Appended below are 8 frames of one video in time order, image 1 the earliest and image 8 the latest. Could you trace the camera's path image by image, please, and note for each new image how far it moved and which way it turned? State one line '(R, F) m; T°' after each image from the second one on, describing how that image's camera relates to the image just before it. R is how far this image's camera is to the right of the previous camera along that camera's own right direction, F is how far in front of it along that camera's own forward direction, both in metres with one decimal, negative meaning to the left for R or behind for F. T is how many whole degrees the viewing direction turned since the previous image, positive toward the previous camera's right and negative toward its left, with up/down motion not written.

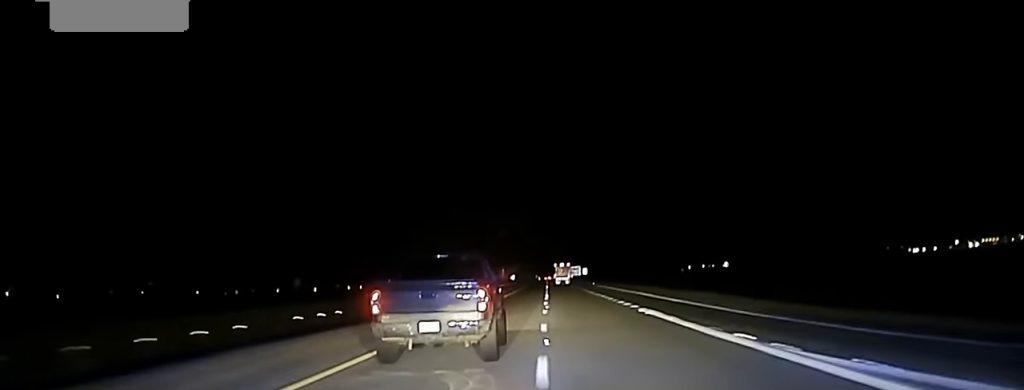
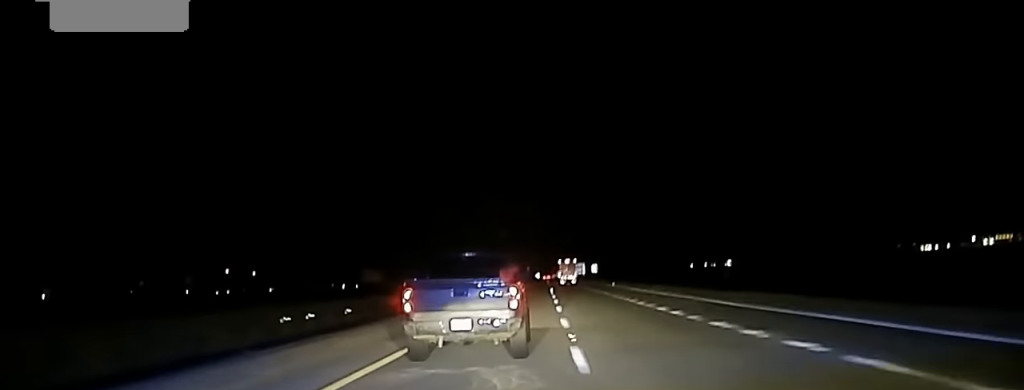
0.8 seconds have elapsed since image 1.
(-0.2, +43.2) m; 0°
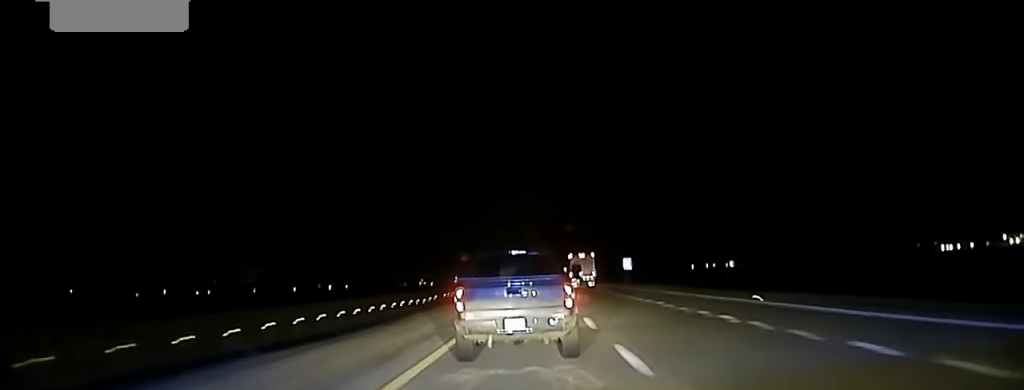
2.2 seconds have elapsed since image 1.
(+0.4, +85.2) m; 0°
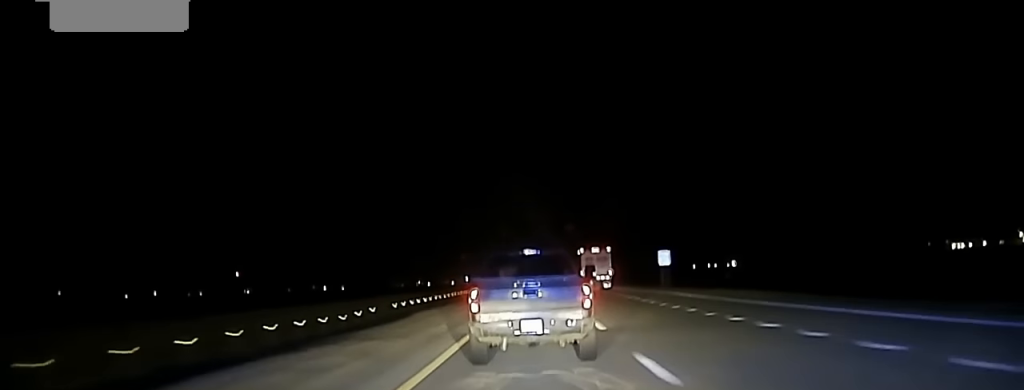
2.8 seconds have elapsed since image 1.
(0.0, +37.4) m; 0°
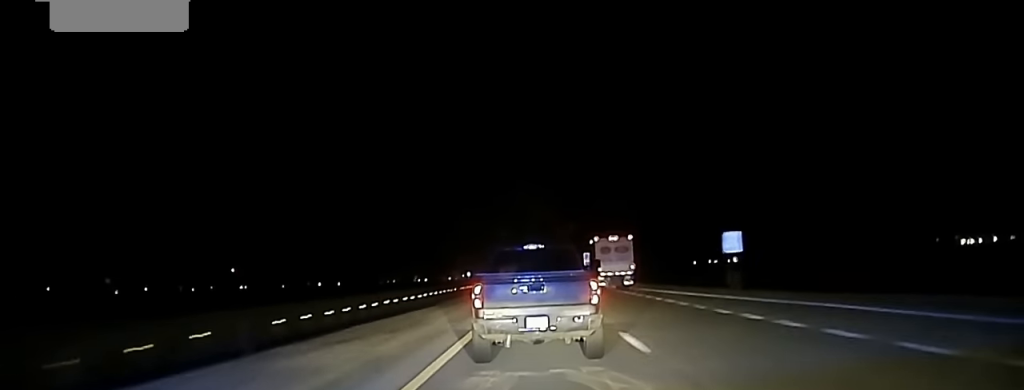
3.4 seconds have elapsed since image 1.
(0.0, +32.2) m; 0°
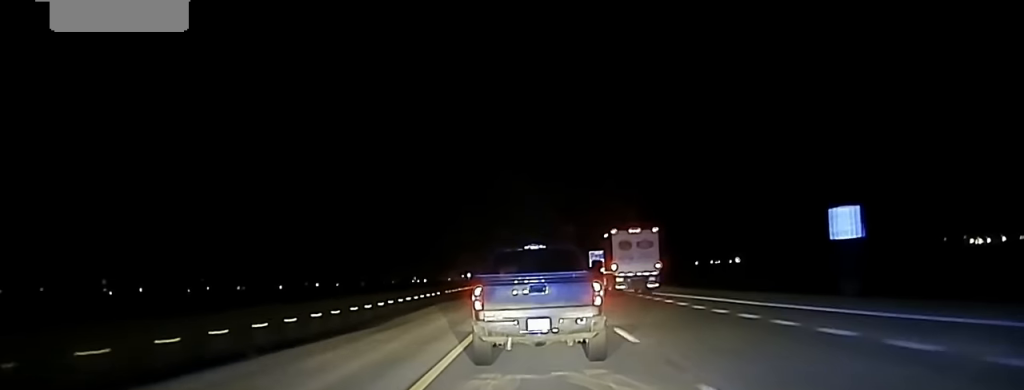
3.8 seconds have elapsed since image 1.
(0.0, +25.4) m; 0°
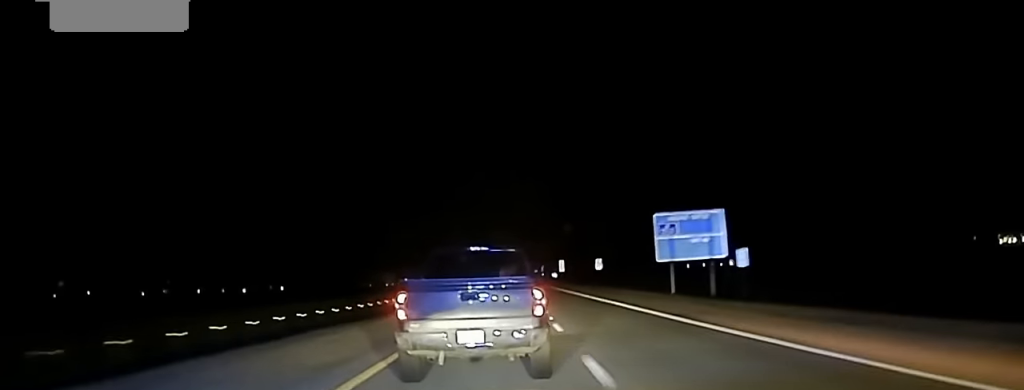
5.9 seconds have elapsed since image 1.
(+1.4, +116.8) m; +1°
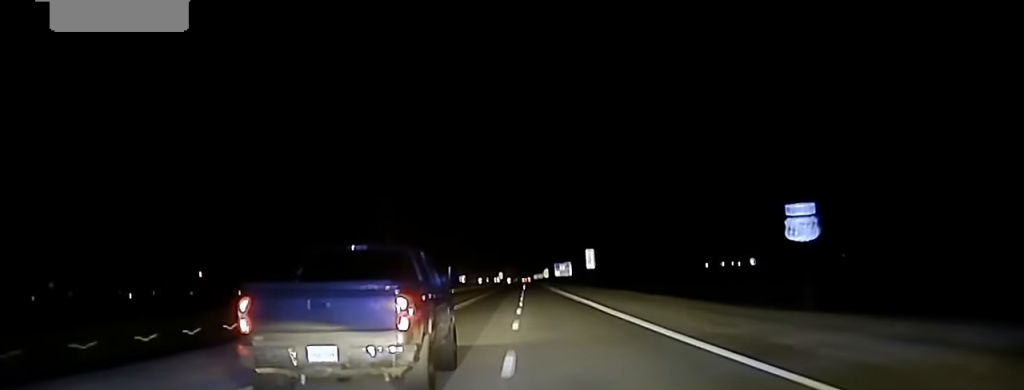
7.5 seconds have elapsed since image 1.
(-0.6, +87.2) m; -1°
